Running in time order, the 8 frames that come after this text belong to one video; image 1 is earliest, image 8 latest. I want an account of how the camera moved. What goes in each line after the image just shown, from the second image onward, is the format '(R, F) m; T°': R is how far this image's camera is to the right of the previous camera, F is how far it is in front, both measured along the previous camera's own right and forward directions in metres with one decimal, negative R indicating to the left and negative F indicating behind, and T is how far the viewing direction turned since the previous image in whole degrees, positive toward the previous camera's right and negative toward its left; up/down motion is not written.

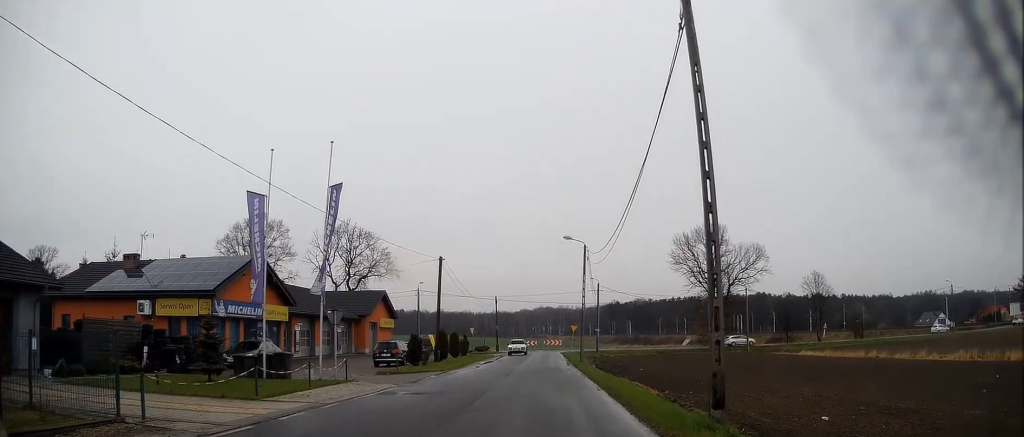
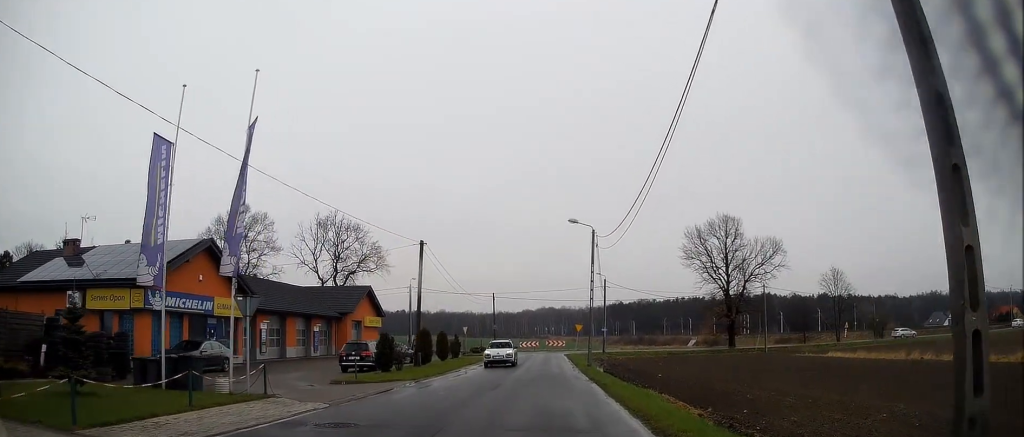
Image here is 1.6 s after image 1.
(0.0, +6.9) m; +2°
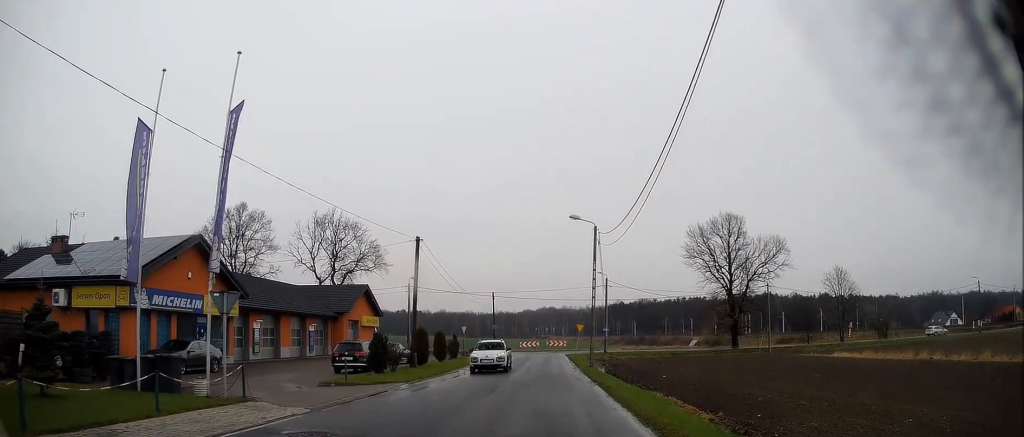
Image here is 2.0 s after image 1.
(+0.1, +1.4) m; 0°
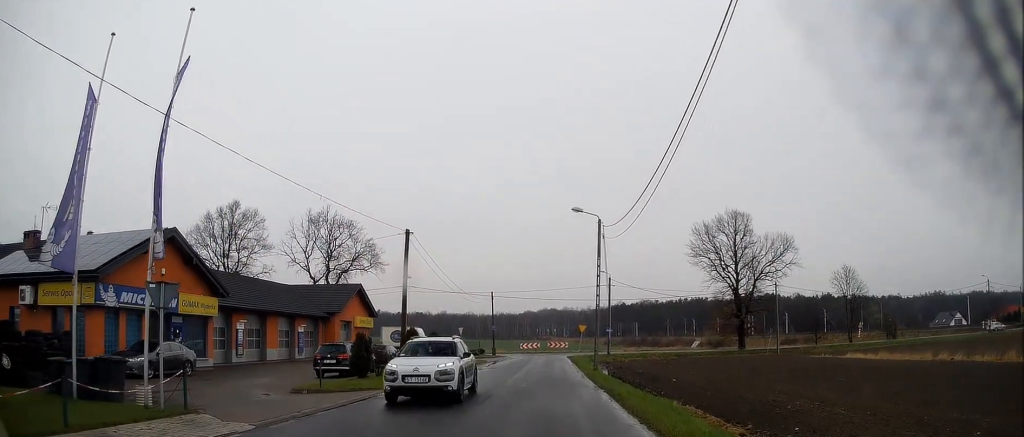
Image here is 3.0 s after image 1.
(-0.1, +2.6) m; -2°
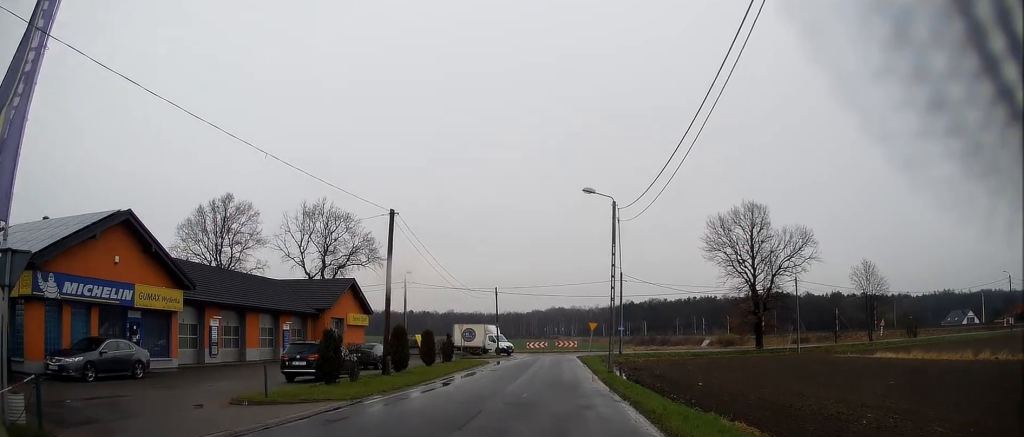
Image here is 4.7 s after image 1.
(-0.2, +4.1) m; -9°
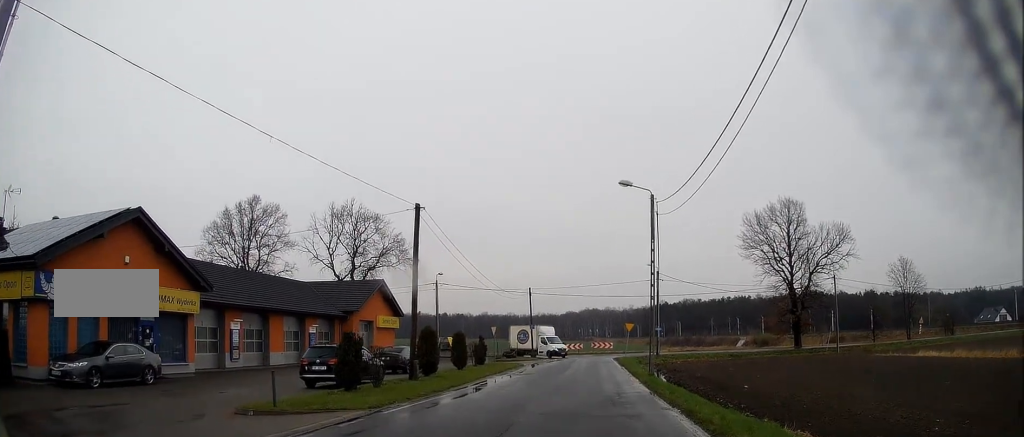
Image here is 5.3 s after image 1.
(-0.1, +1.5) m; -5°
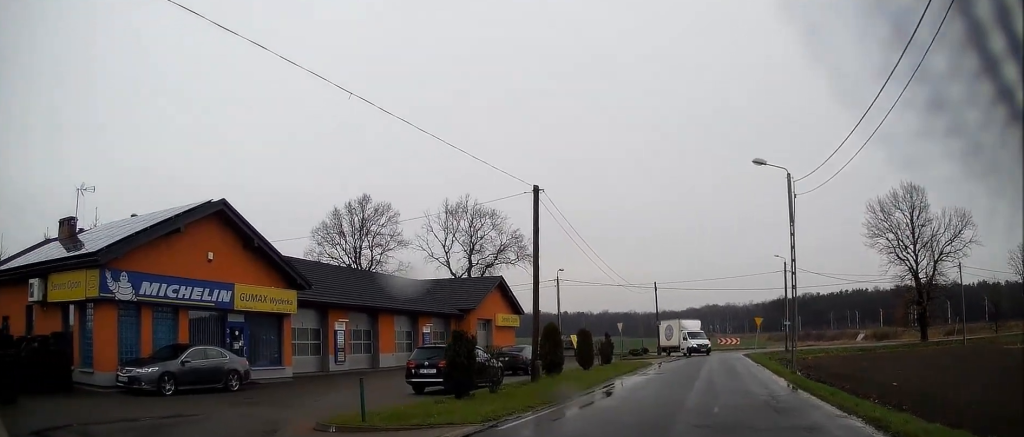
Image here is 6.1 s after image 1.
(-0.1, +2.1) m; -10°
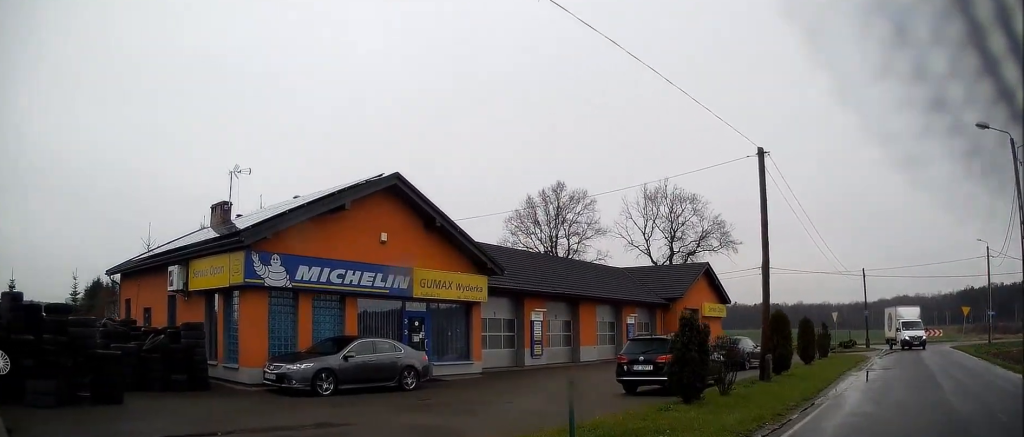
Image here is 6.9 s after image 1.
(-0.3, +2.2) m; -13°
